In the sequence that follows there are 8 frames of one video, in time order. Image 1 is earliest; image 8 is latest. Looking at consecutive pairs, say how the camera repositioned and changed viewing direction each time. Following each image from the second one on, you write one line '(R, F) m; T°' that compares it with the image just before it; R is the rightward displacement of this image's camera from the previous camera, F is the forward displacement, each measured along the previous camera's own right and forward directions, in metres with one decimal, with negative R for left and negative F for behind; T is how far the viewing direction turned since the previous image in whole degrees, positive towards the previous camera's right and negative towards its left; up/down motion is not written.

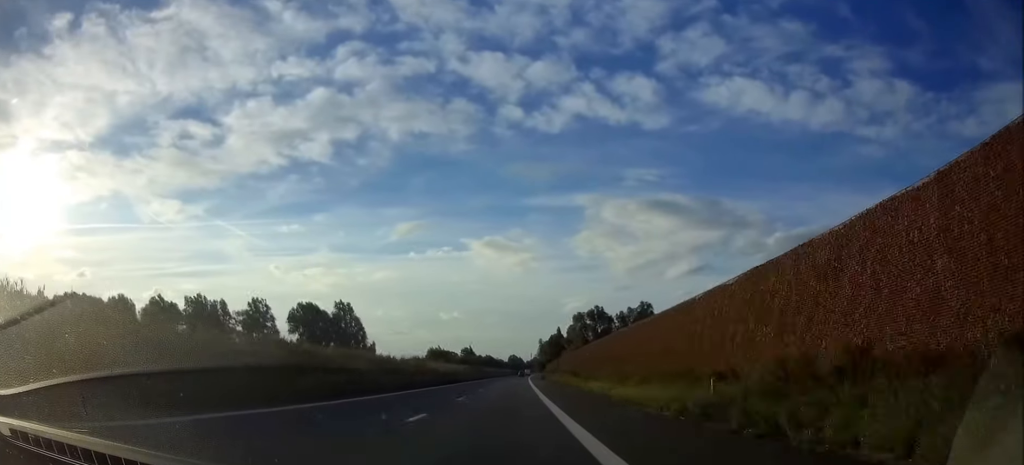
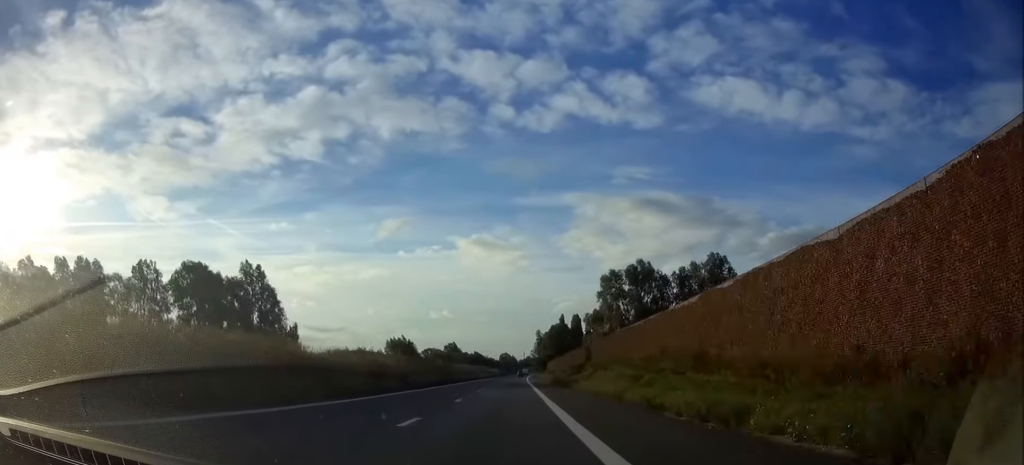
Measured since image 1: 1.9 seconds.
(+0.3, +63.8) m; +1°
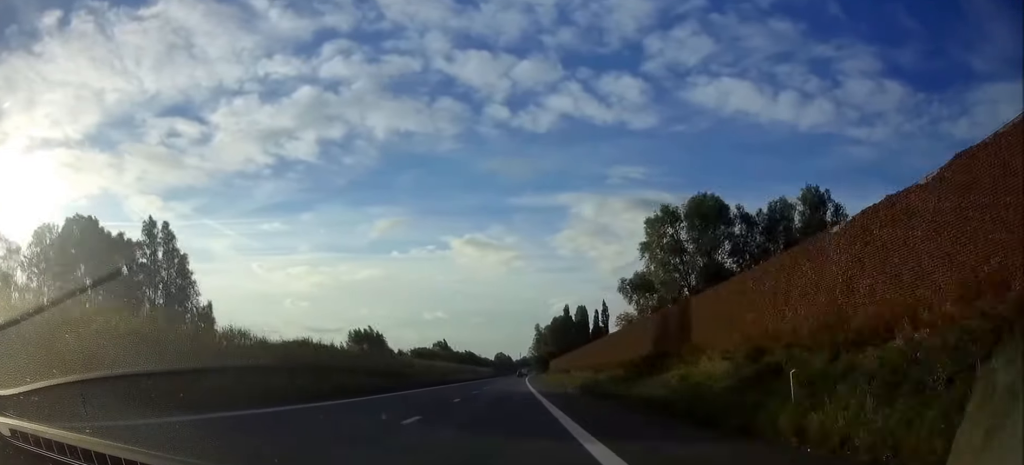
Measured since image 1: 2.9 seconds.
(+0.2, +36.4) m; 0°
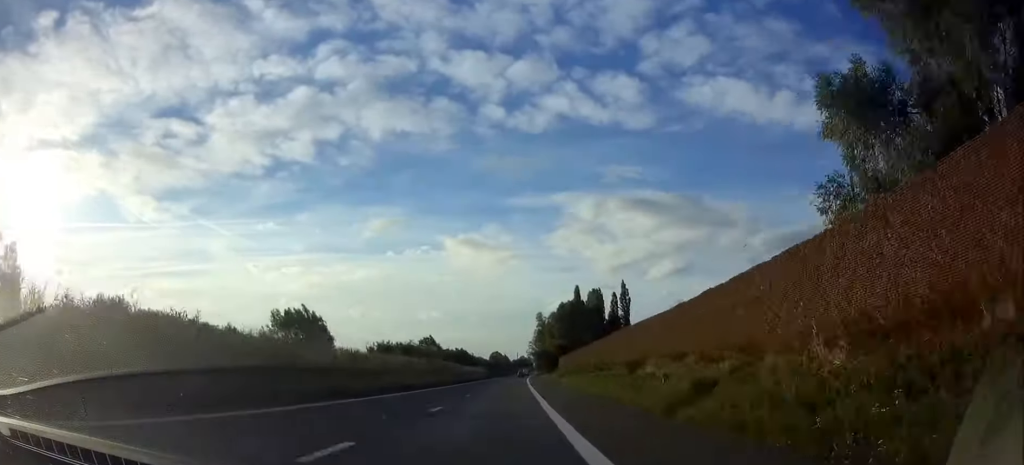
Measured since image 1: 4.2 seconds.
(+0.2, +43.2) m; 0°
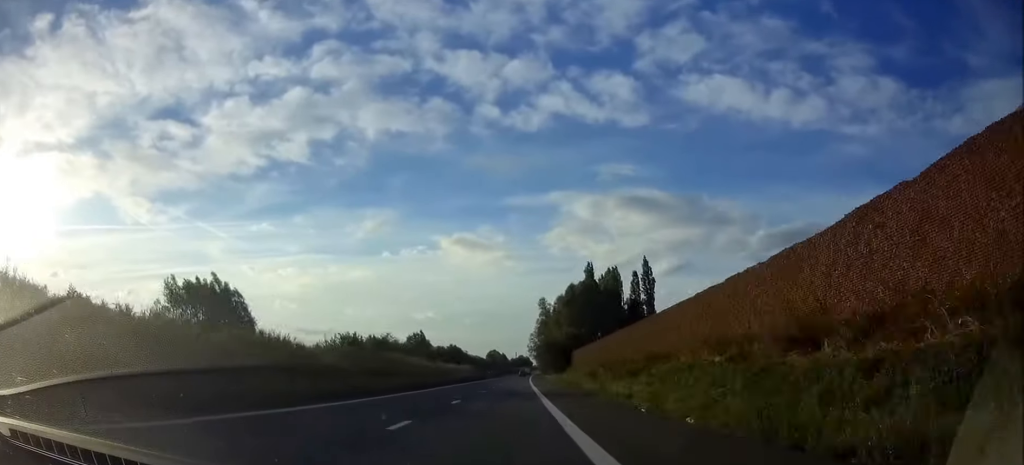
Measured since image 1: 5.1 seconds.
(+0.1, +31.9) m; 0°
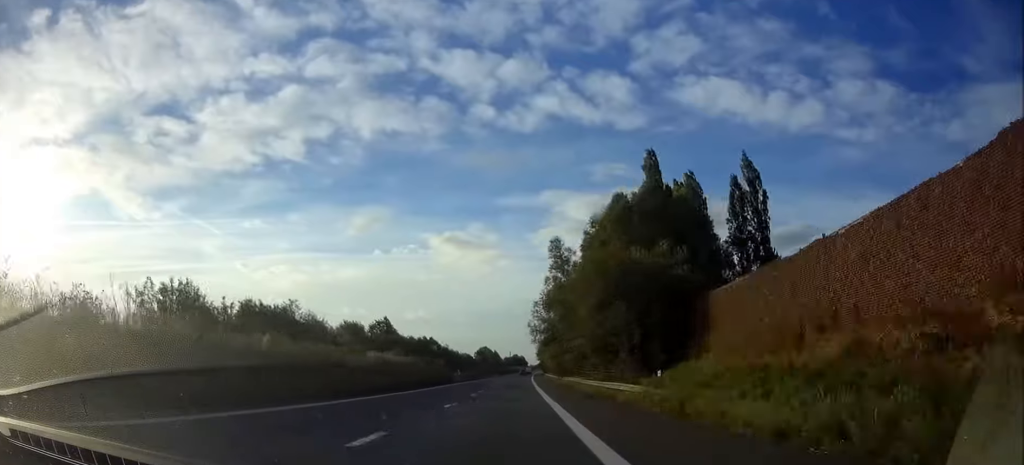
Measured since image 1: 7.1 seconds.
(+0.2, +65.9) m; 0°
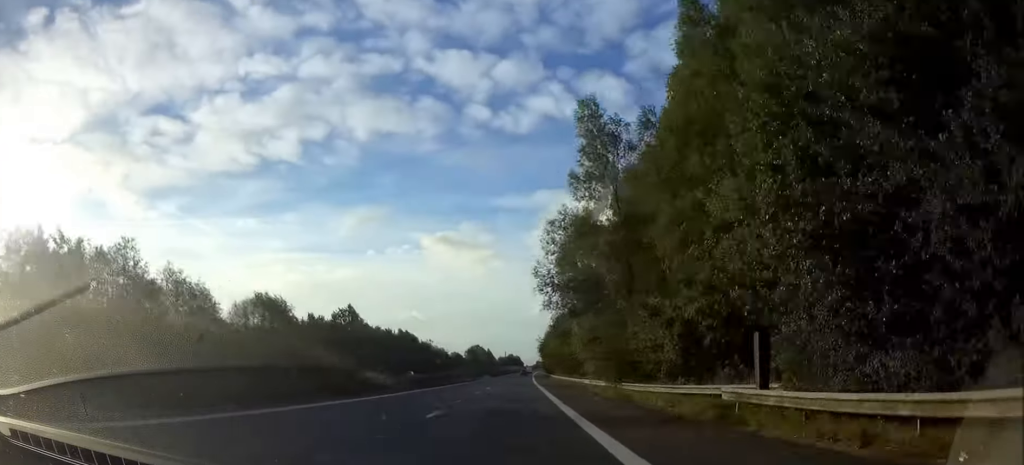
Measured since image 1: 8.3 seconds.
(0.0, +43.1) m; 0°
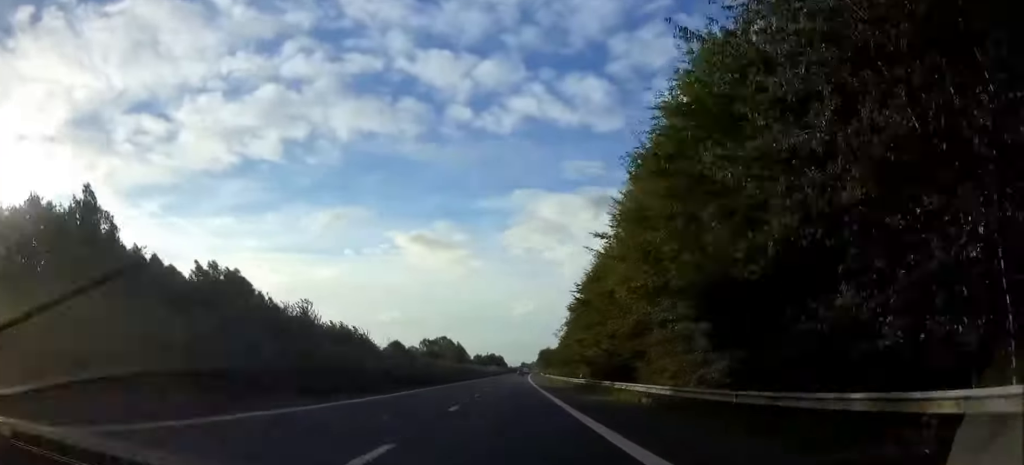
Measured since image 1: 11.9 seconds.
(+1.2, +119.8) m; +1°
